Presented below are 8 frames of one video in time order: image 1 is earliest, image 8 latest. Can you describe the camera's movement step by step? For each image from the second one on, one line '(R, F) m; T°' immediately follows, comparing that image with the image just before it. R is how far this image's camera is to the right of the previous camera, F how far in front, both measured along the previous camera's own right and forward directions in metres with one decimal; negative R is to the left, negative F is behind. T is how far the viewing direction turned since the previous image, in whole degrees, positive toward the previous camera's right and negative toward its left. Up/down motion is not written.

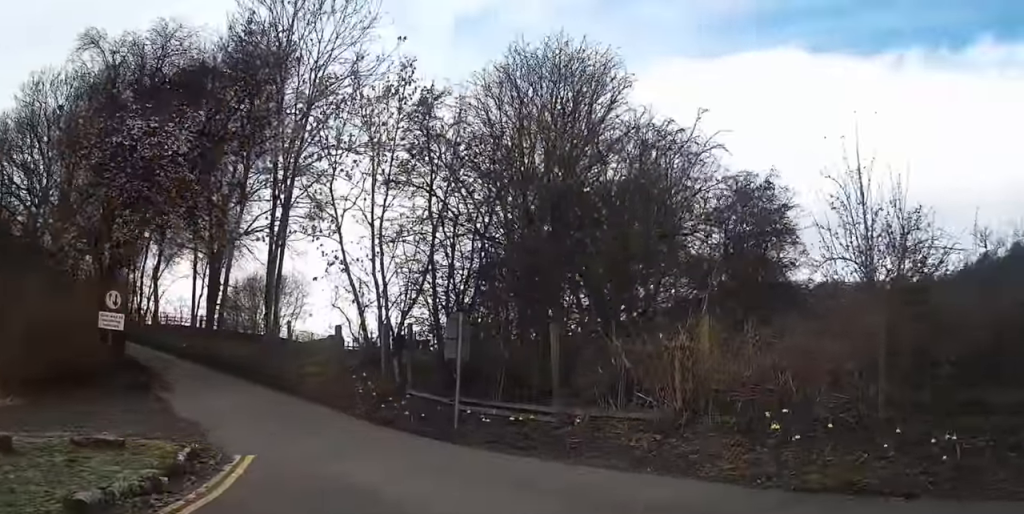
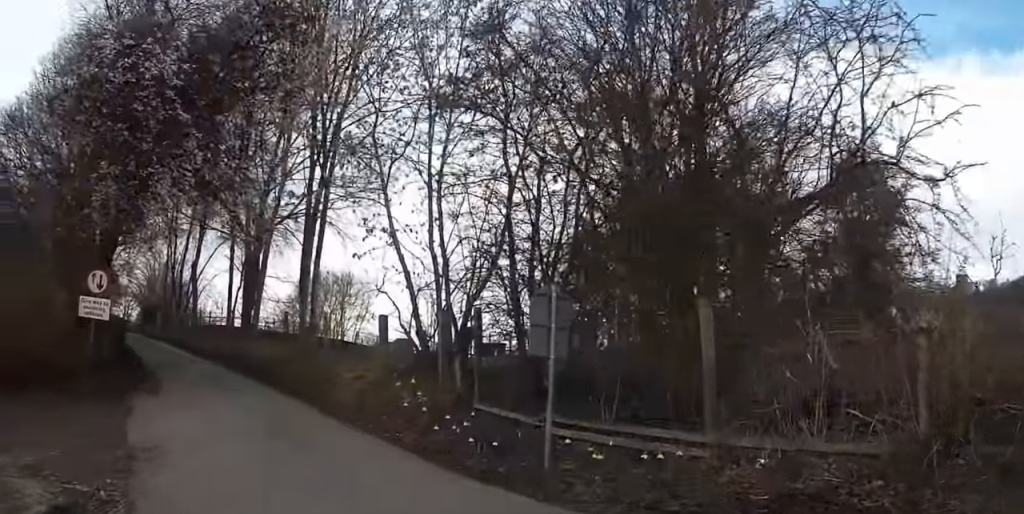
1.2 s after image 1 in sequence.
(-0.1, +5.4) m; -3°
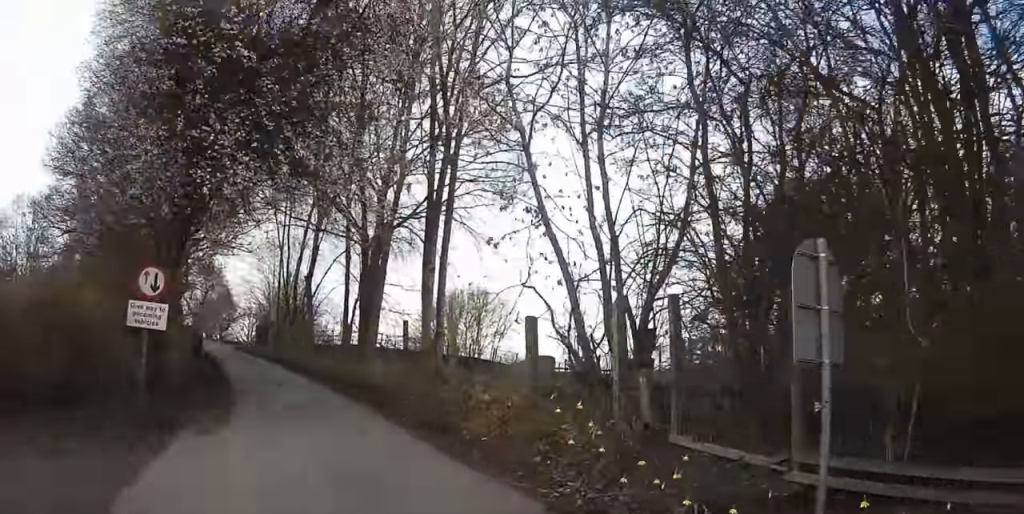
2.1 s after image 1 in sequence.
(0.0, +4.3) m; -9°
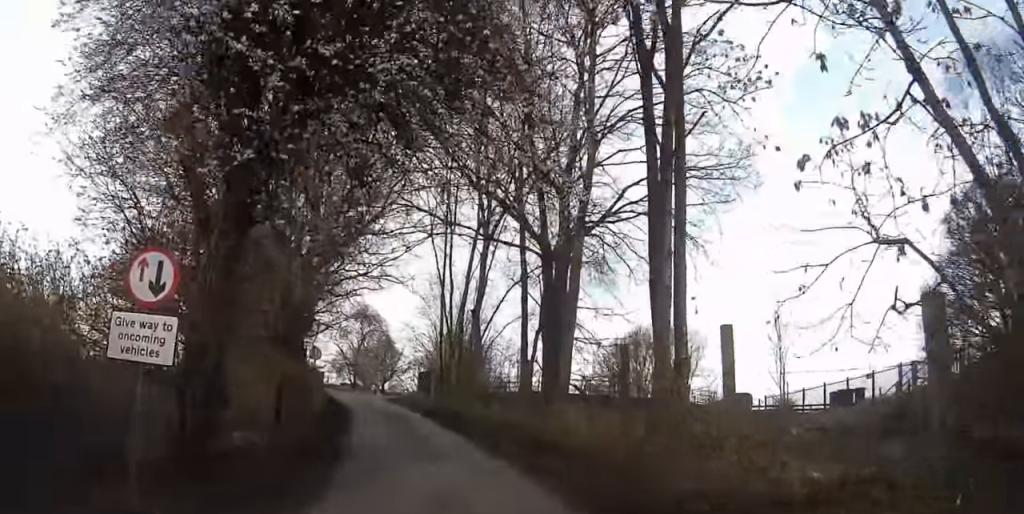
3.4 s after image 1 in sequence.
(-1.0, +6.9) m; -11°
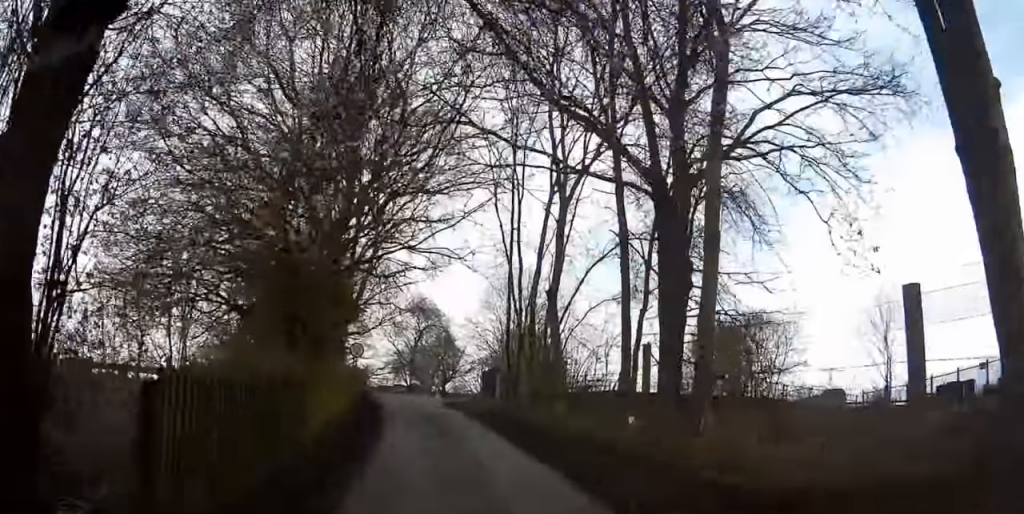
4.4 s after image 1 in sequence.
(-0.2, +6.1) m; -5°
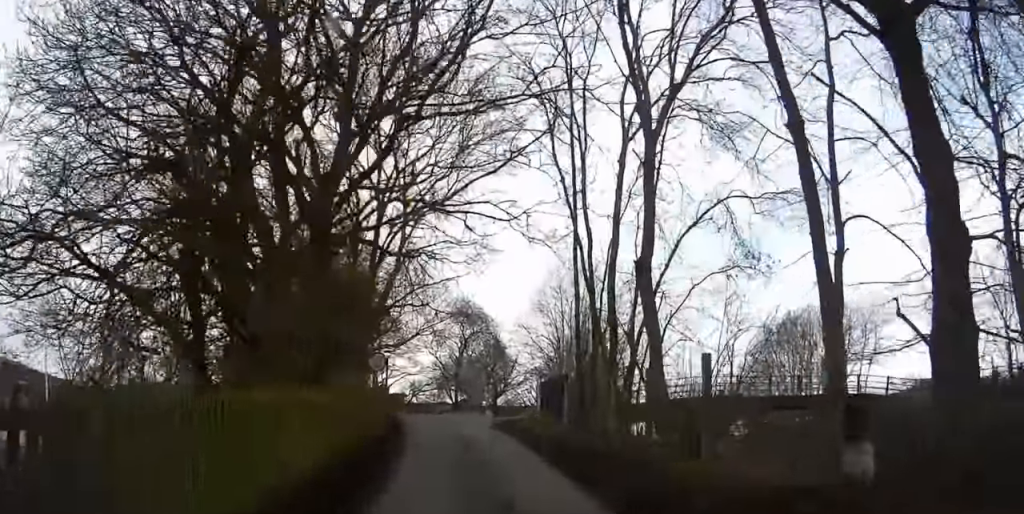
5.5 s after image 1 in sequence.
(-0.4, +7.3) m; -4°
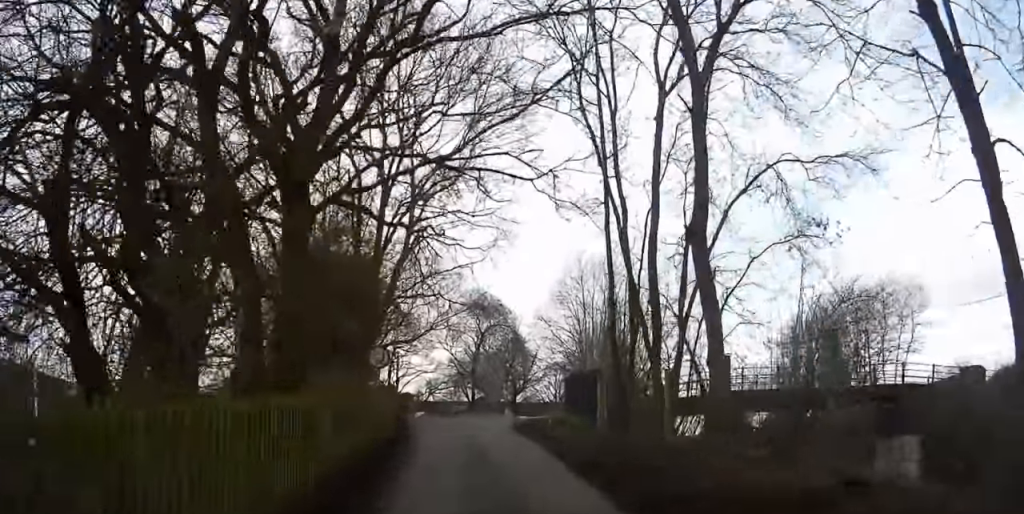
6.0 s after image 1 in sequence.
(-0.1, +2.9) m; 0°
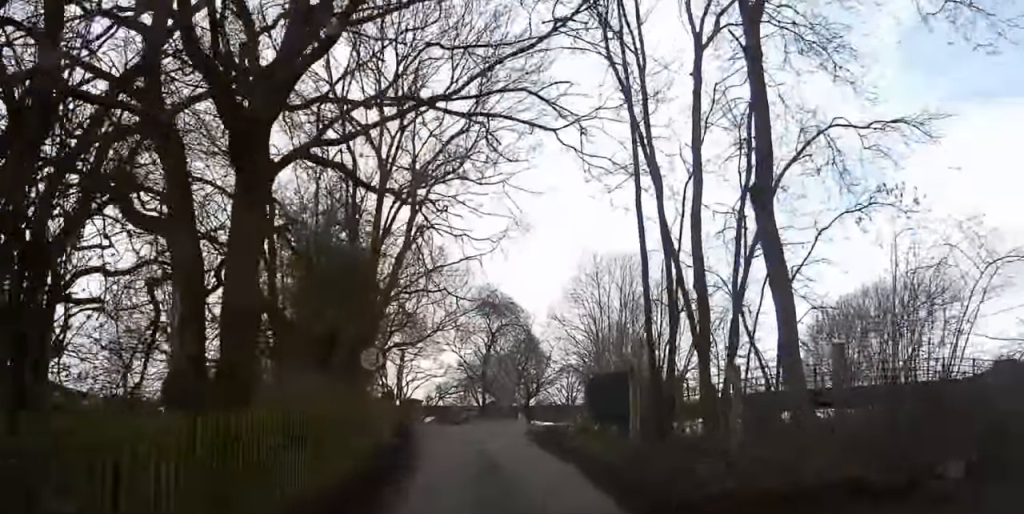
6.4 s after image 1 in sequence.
(0.0, +2.6) m; 0°
